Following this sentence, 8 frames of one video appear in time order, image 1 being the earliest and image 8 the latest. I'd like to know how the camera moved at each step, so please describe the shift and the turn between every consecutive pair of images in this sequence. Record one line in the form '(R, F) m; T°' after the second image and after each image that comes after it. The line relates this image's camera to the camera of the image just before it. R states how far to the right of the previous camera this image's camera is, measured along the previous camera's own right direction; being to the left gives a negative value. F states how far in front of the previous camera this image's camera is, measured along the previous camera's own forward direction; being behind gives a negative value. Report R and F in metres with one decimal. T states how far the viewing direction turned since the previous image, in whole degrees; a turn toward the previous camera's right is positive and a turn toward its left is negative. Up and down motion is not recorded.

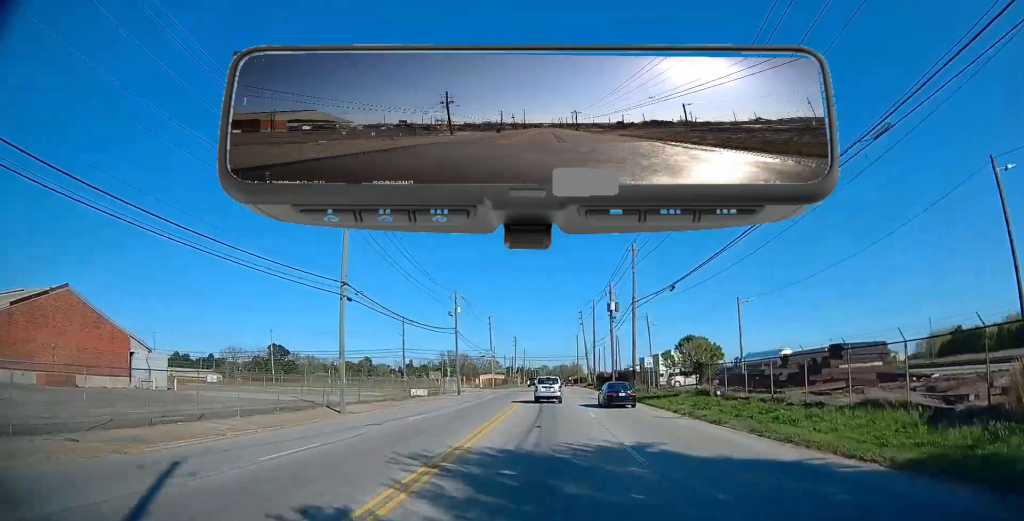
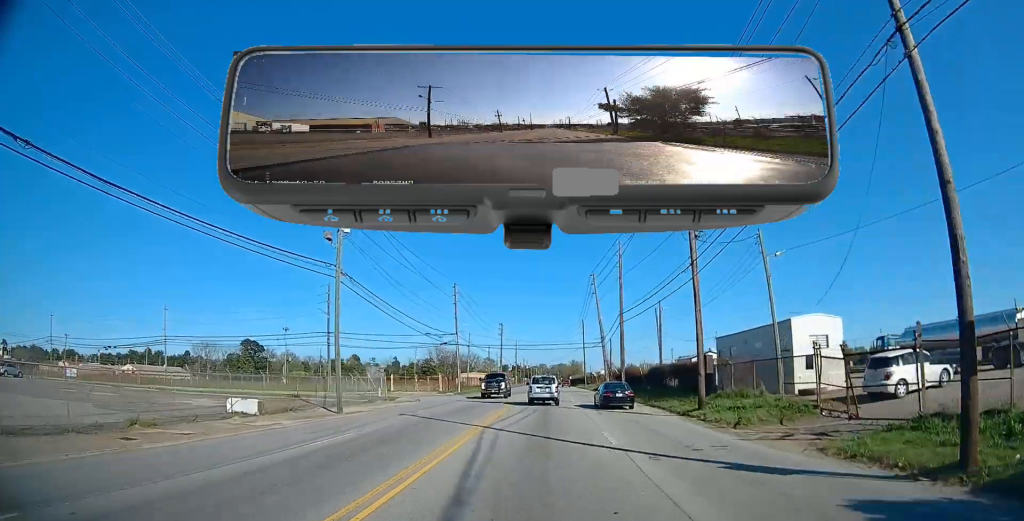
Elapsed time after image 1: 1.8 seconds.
(+0.3, +33.5) m; 0°
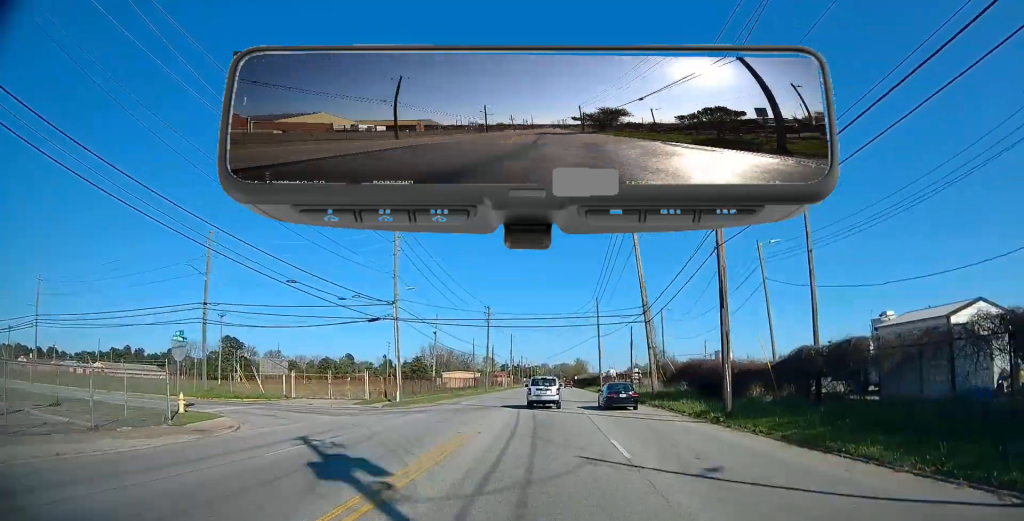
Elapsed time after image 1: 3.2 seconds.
(-0.4, +26.9) m; -1°
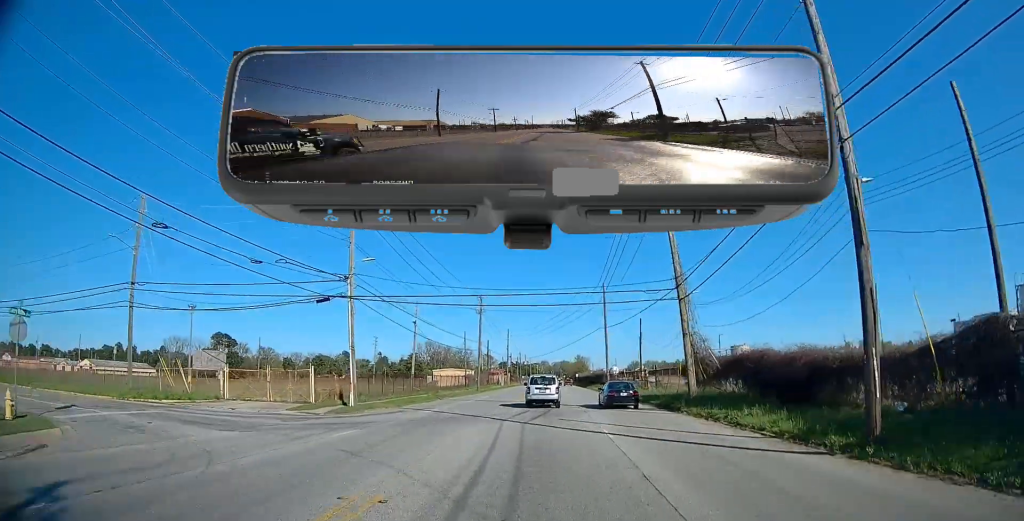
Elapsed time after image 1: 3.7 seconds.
(-0.1, +9.2) m; 0°
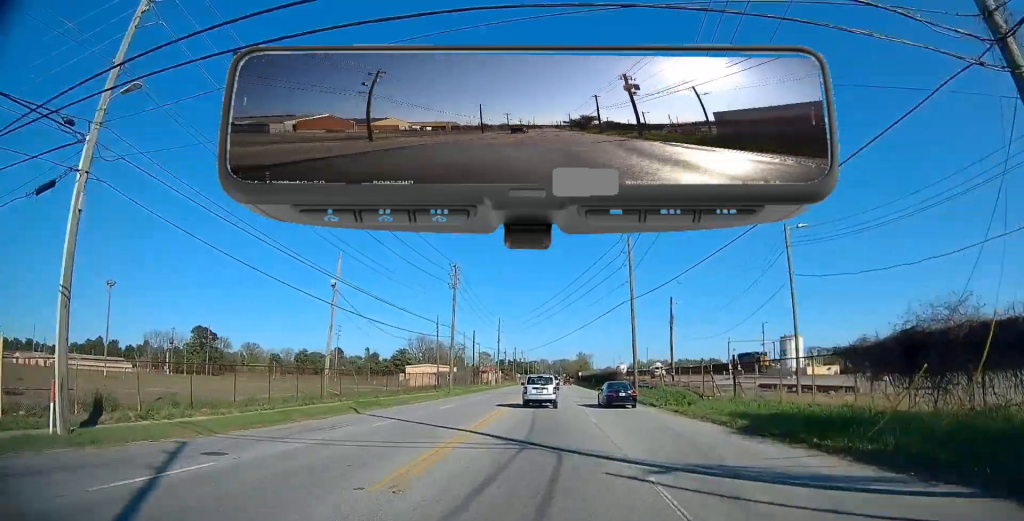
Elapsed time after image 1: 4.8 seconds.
(+0.3, +20.2) m; 0°
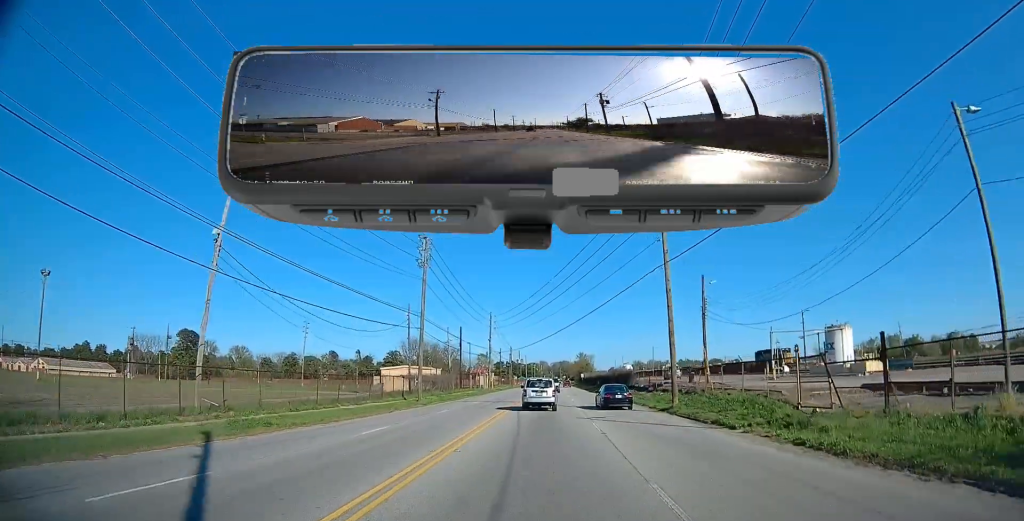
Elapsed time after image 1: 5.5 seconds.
(-0.2, +12.2) m; 0°
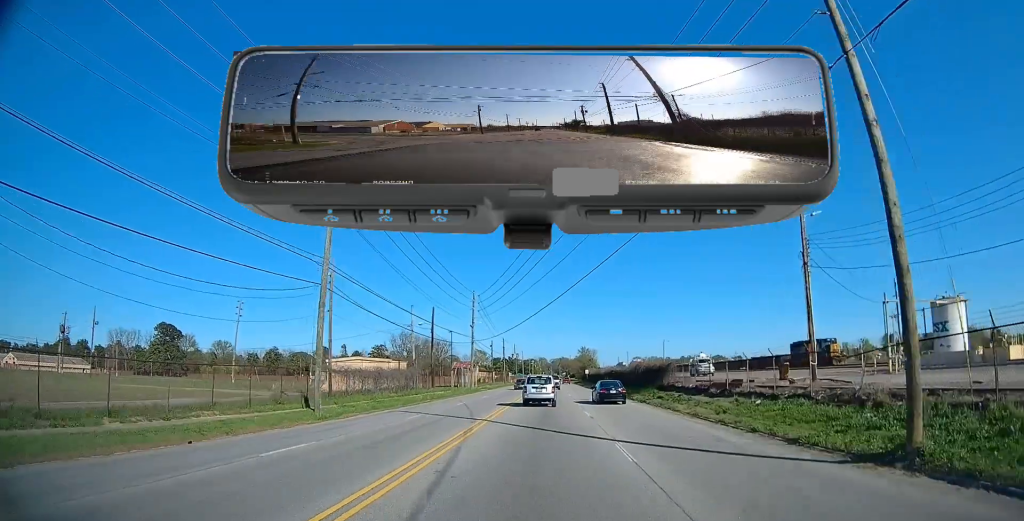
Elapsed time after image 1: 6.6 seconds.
(+0.1, +19.0) m; +1°
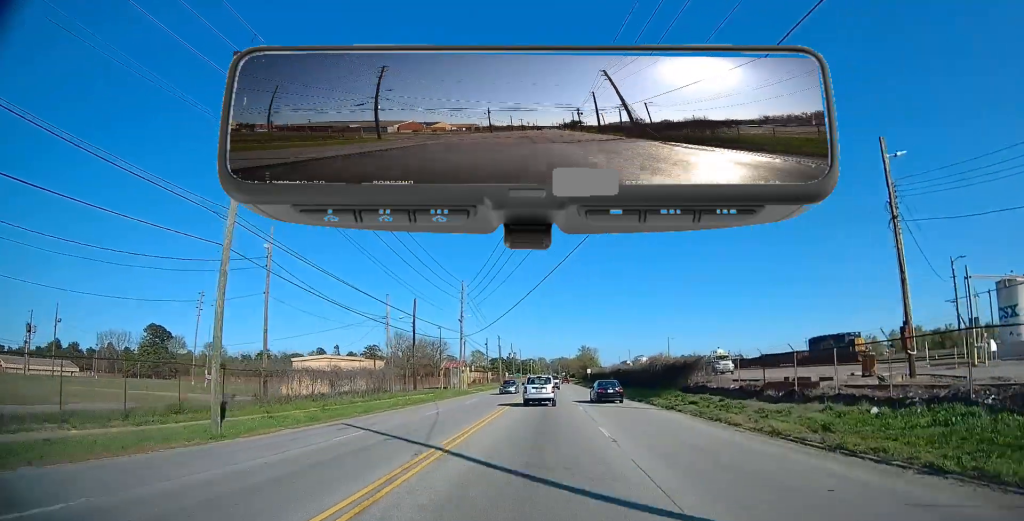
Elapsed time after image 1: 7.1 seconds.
(+0.1, +8.1) m; 0°
